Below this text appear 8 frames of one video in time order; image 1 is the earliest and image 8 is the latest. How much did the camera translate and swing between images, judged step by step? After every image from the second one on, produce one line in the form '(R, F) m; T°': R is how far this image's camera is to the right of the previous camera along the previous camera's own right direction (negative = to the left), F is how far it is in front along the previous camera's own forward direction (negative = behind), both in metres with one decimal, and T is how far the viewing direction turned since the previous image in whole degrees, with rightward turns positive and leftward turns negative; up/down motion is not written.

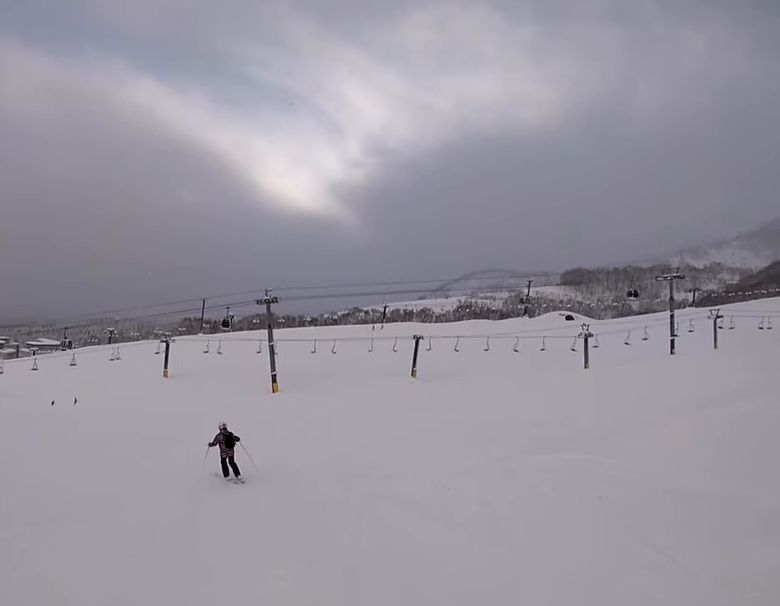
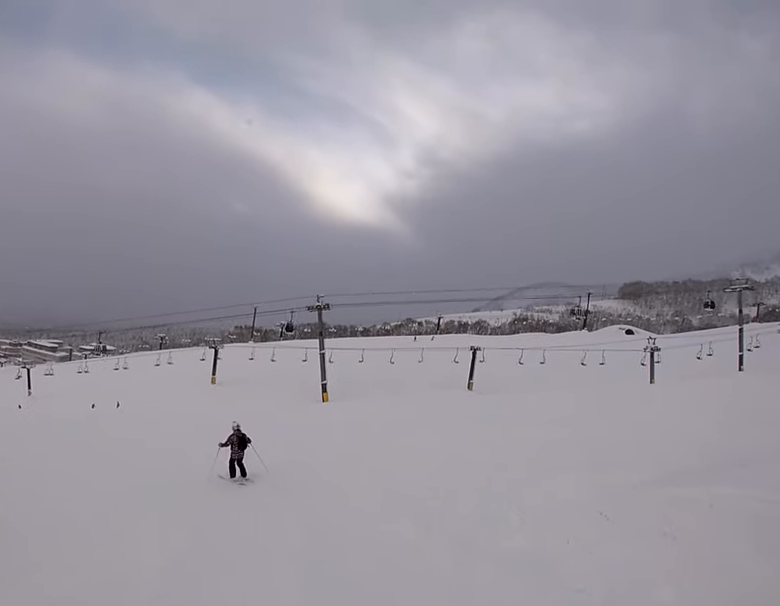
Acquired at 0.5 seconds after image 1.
(+0.1, +3.3) m; +2°
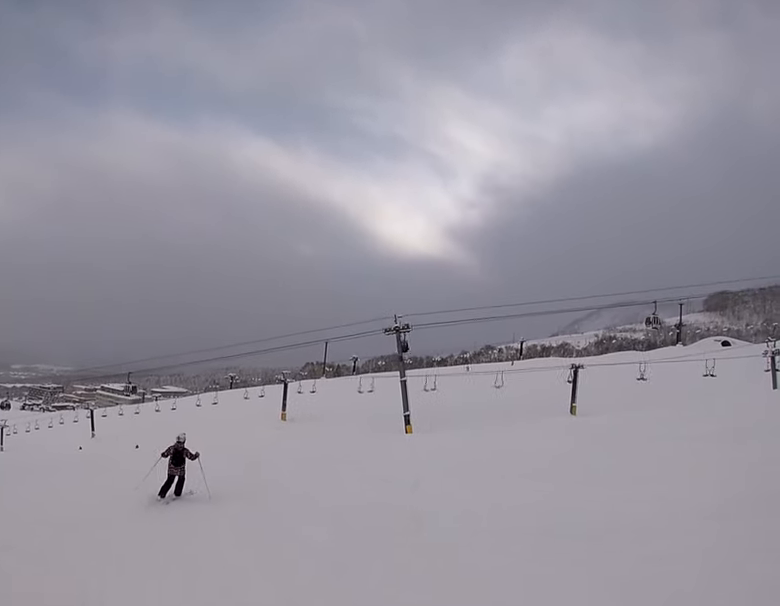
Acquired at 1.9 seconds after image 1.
(0.0, +8.3) m; -2°
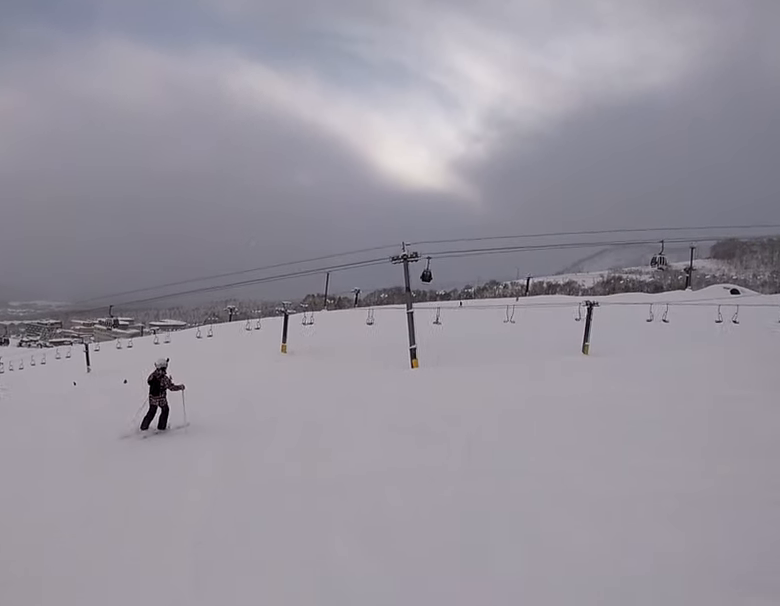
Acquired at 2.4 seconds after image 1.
(+0.1, +3.2) m; -2°
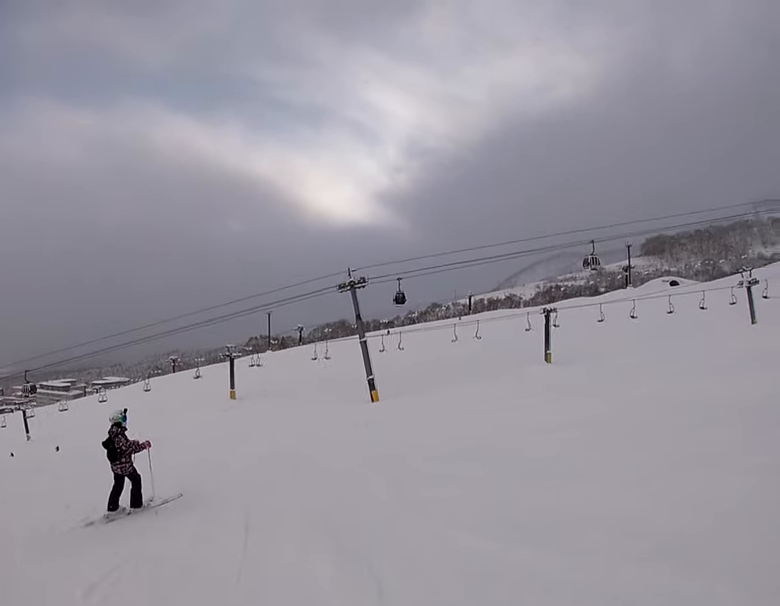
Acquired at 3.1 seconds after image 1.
(-0.4, +4.5) m; -3°
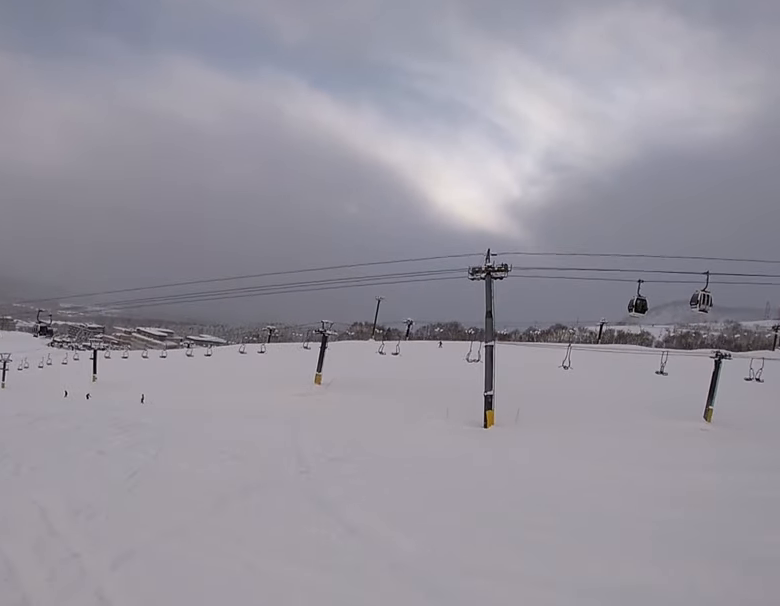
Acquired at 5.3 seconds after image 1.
(+0.7, +14.1) m; -1°
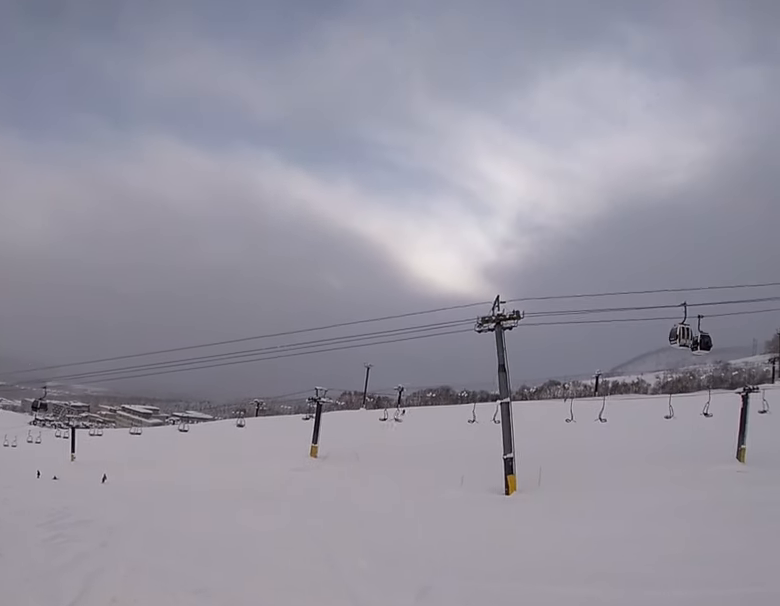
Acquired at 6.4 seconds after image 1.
(-1.1, +6.4) m; -10°
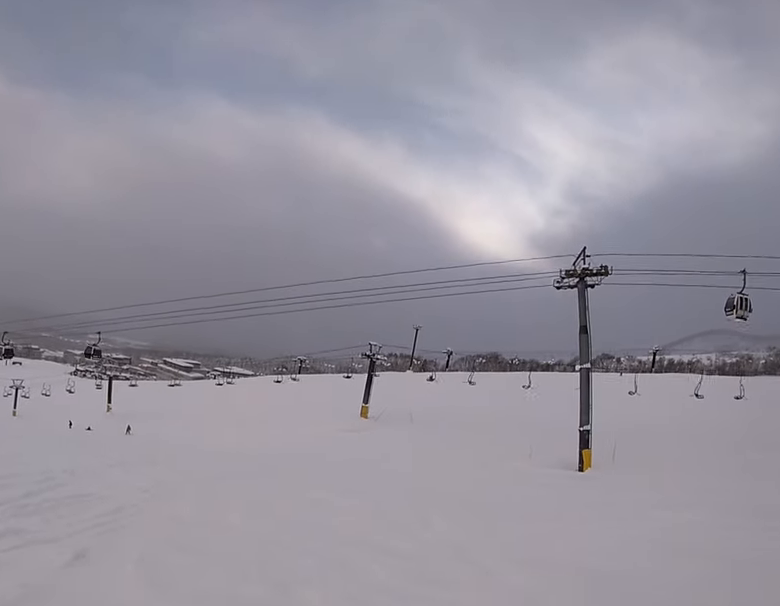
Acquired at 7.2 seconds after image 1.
(-0.1, +5.1) m; -1°
